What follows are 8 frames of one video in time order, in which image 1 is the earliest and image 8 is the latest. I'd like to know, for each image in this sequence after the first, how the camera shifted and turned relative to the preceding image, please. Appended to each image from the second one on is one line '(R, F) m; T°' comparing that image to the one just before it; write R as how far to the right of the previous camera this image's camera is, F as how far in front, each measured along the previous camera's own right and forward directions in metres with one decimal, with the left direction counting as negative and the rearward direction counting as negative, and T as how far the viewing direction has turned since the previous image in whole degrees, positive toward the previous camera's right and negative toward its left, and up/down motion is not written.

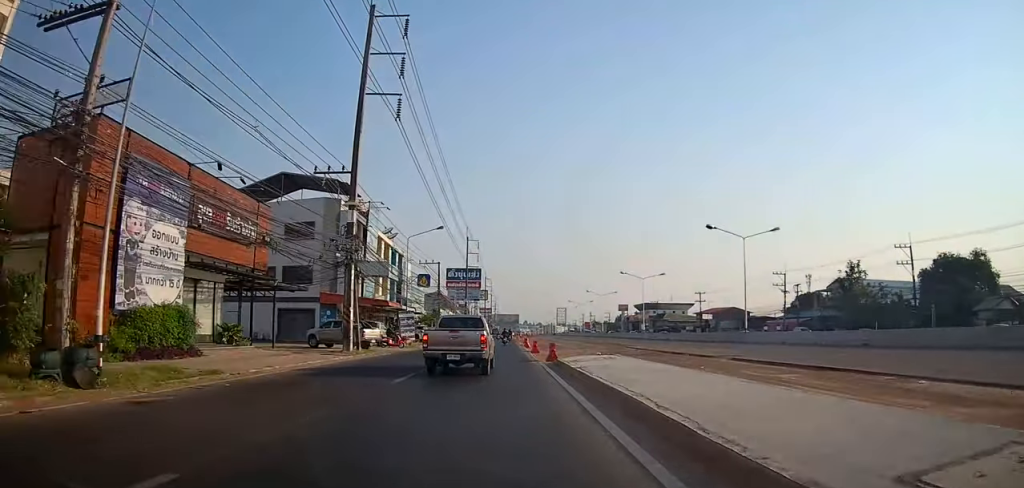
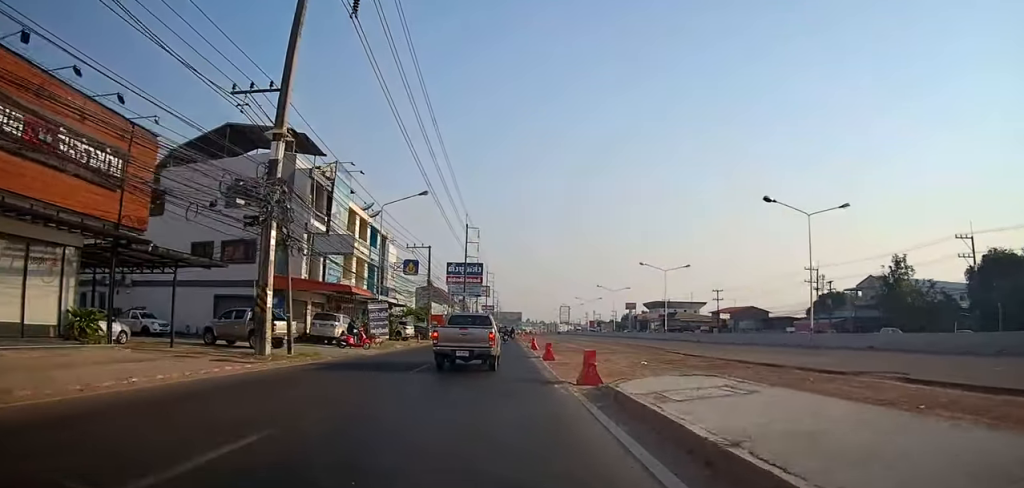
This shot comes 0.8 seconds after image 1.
(-0.5, +10.6) m; 0°
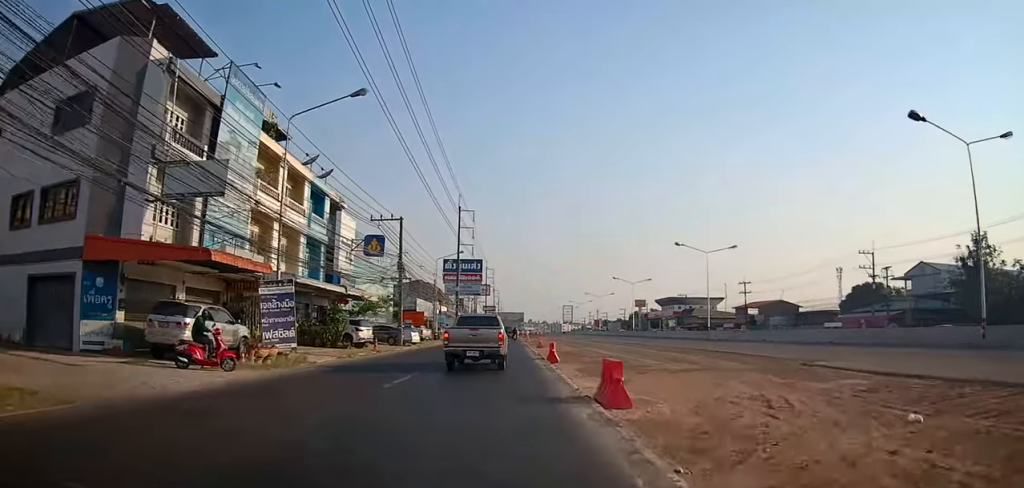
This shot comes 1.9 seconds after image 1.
(+0.5, +15.5) m; 0°
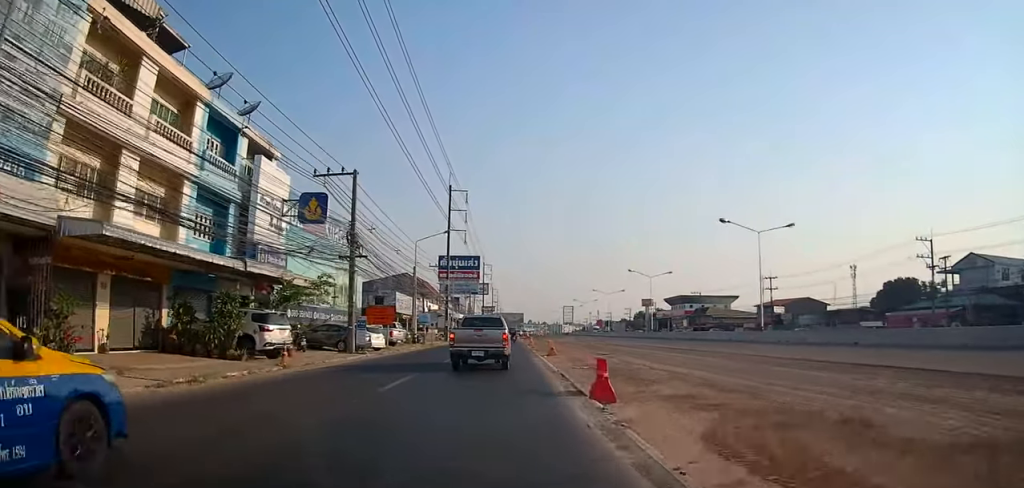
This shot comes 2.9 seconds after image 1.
(-0.5, +12.8) m; 0°
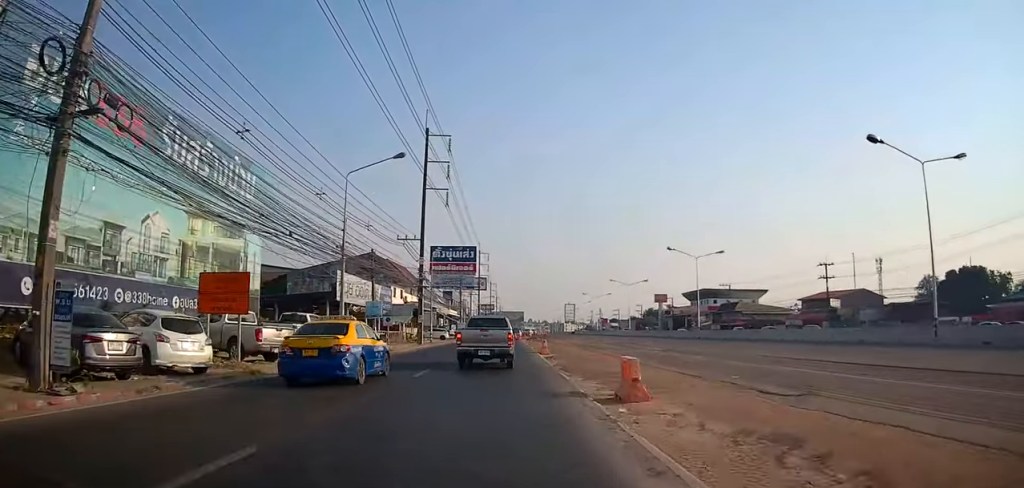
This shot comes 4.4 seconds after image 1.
(+0.4, +20.5) m; 0°
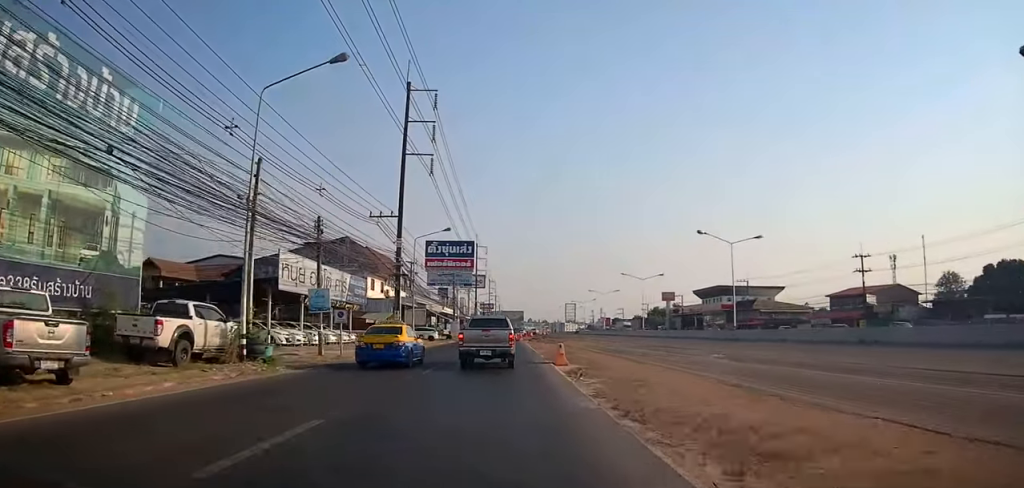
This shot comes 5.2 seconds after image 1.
(-0.4, +10.2) m; -2°
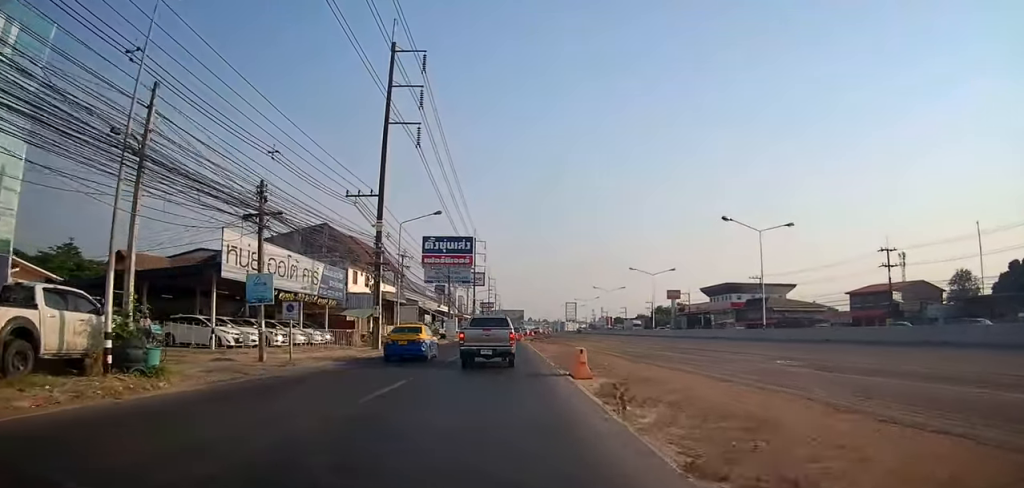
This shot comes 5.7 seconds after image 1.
(0.0, +6.2) m; +1°
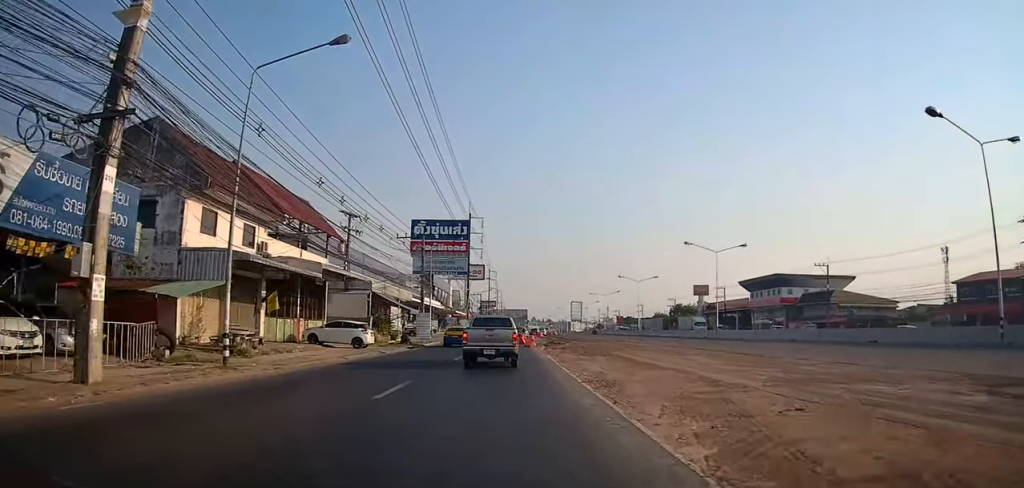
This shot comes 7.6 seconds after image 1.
(+0.7, +24.5) m; 0°
